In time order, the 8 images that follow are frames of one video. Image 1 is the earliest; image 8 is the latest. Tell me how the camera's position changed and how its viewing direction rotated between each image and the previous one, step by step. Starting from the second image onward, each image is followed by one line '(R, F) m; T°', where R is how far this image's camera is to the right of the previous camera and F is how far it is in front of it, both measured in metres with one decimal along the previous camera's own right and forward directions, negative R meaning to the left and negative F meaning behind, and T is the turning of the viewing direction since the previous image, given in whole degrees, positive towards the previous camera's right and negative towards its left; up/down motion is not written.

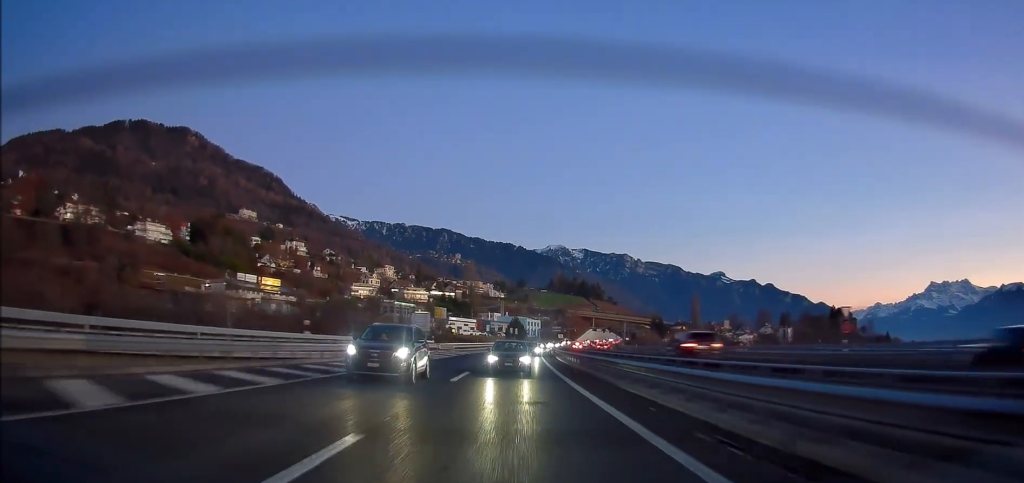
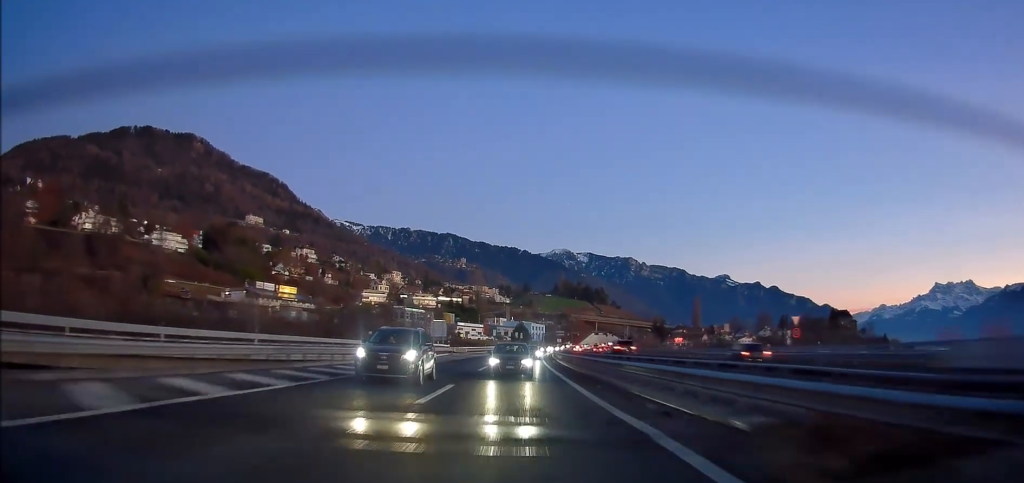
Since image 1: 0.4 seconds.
(+0.1, +11.3) m; -1°
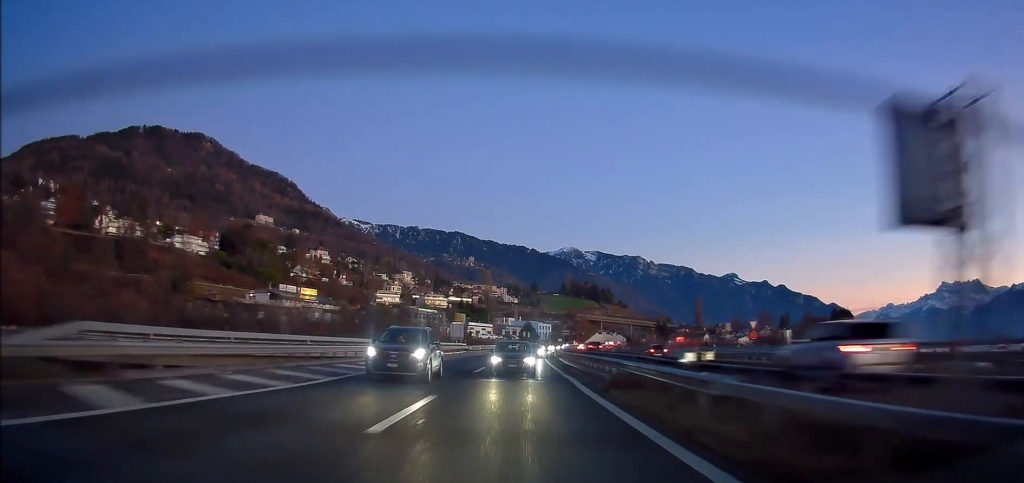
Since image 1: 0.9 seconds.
(0.0, +14.0) m; -1°
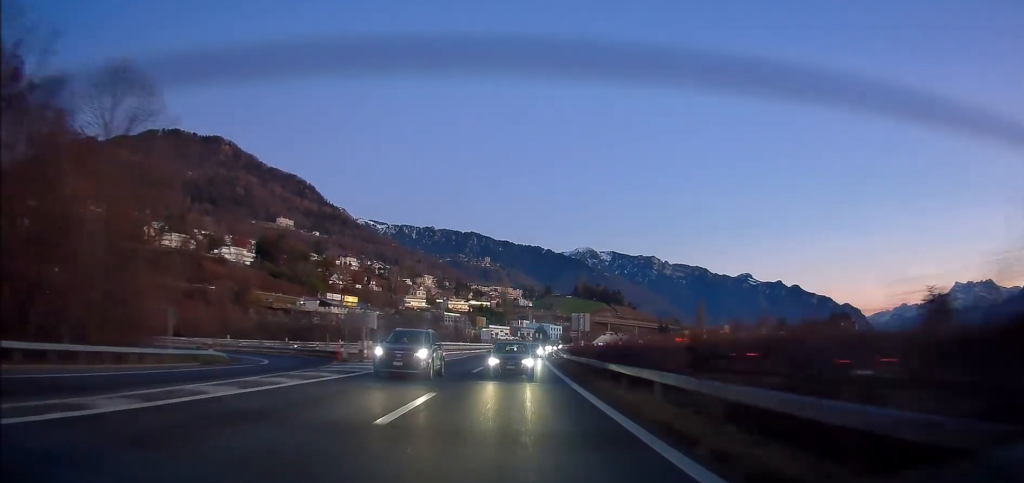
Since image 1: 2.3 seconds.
(-1.2, +37.7) m; -2°
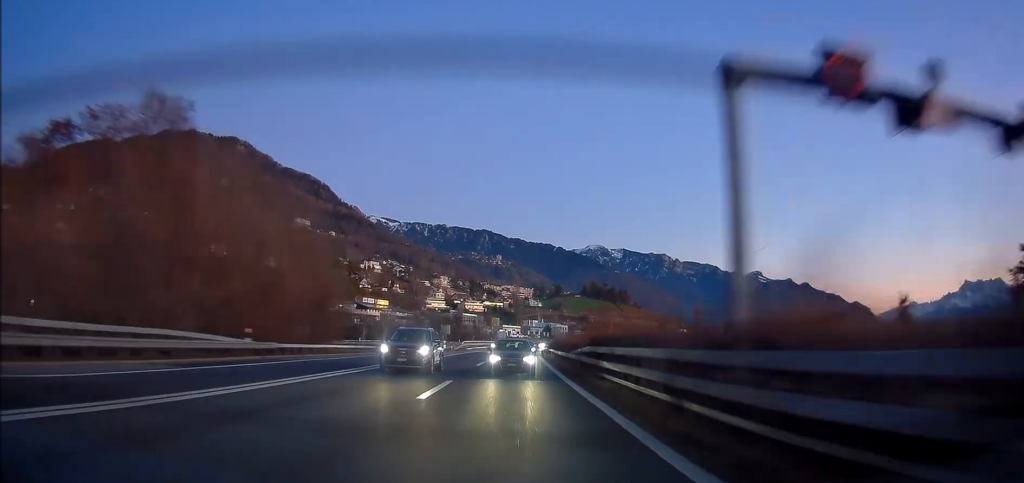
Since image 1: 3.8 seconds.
(+0.2, +41.1) m; 0°
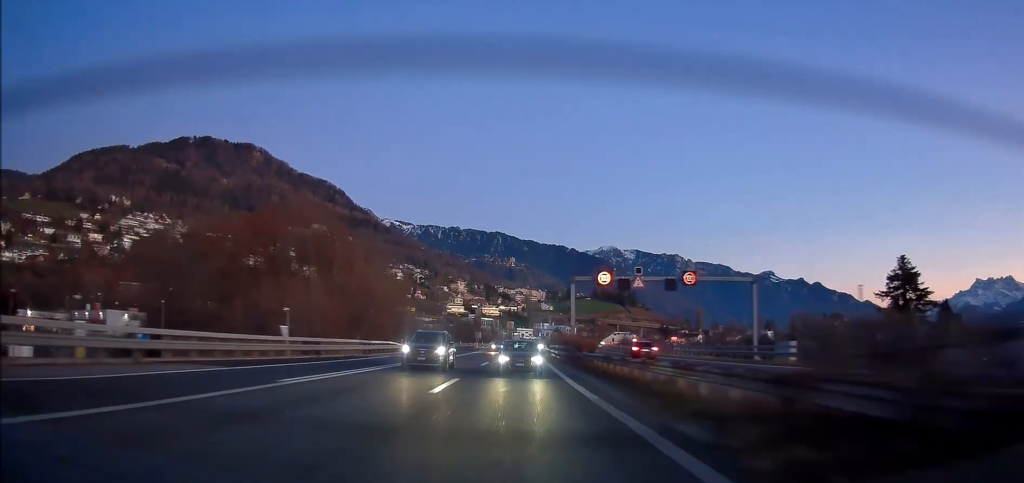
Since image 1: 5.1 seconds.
(-0.6, +37.7) m; -2°
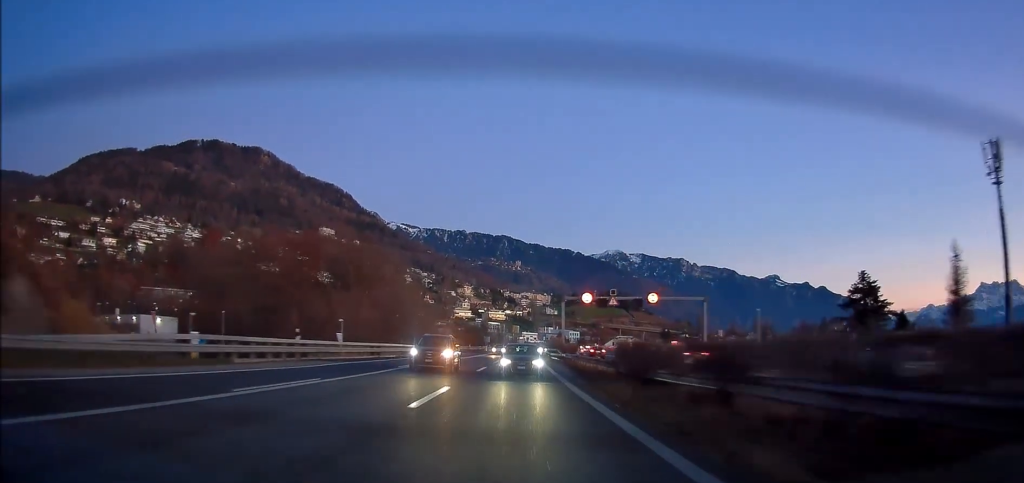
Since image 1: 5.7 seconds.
(0.0, +14.8) m; -1°
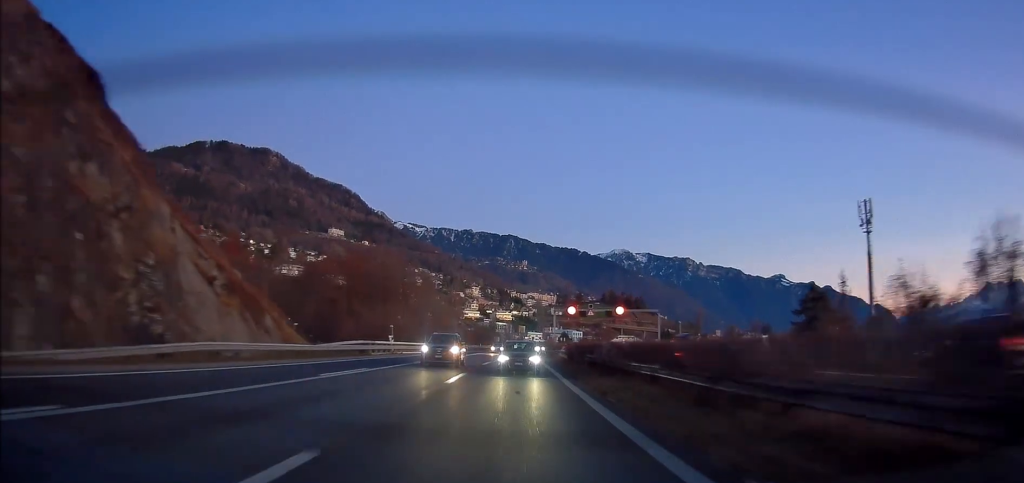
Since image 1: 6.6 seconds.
(-0.4, +24.9) m; 0°
